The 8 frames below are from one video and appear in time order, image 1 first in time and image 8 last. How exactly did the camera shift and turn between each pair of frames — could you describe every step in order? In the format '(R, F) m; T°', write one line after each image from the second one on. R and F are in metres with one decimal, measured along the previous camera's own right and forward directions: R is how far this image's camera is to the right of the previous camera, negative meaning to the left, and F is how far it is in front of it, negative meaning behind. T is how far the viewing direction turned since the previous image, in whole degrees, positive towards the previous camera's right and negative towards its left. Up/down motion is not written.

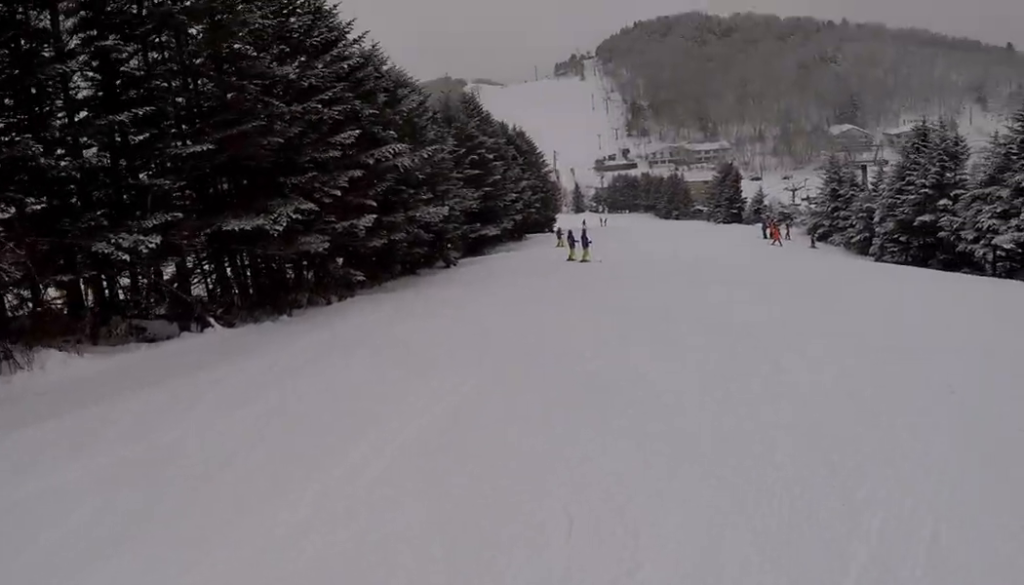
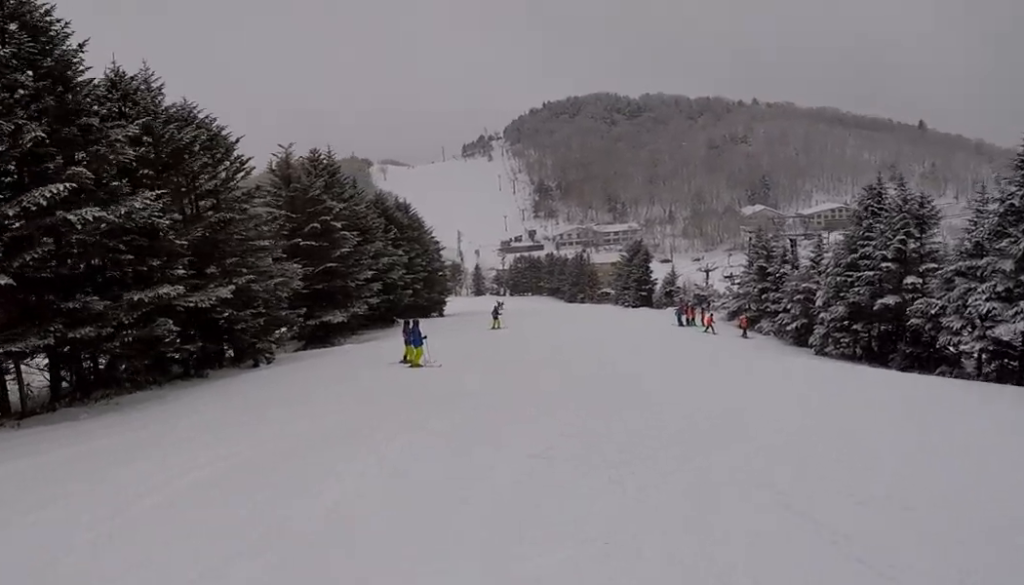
(+0.6, +12.2) m; -1°
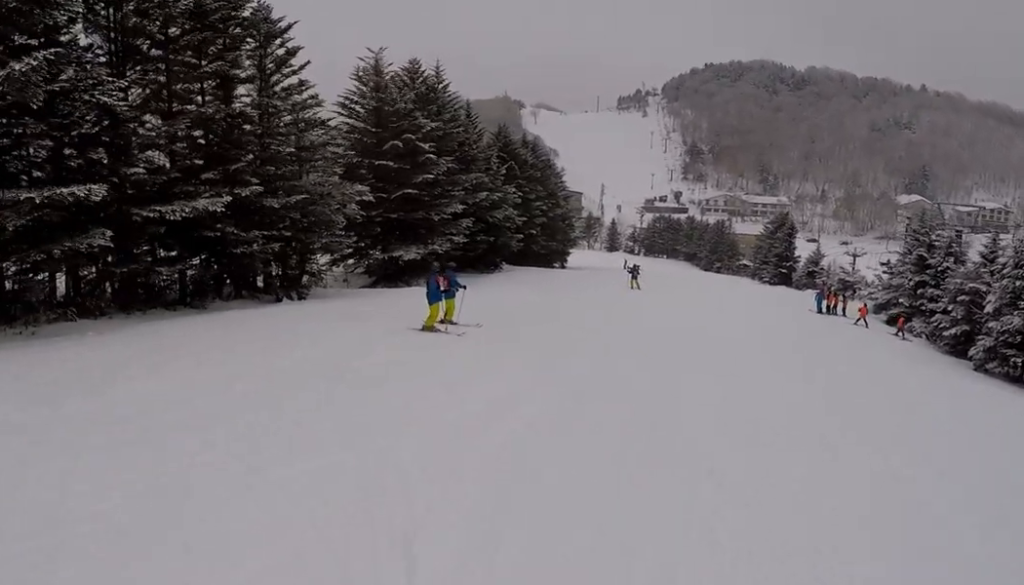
(-0.4, +7.6) m; -4°
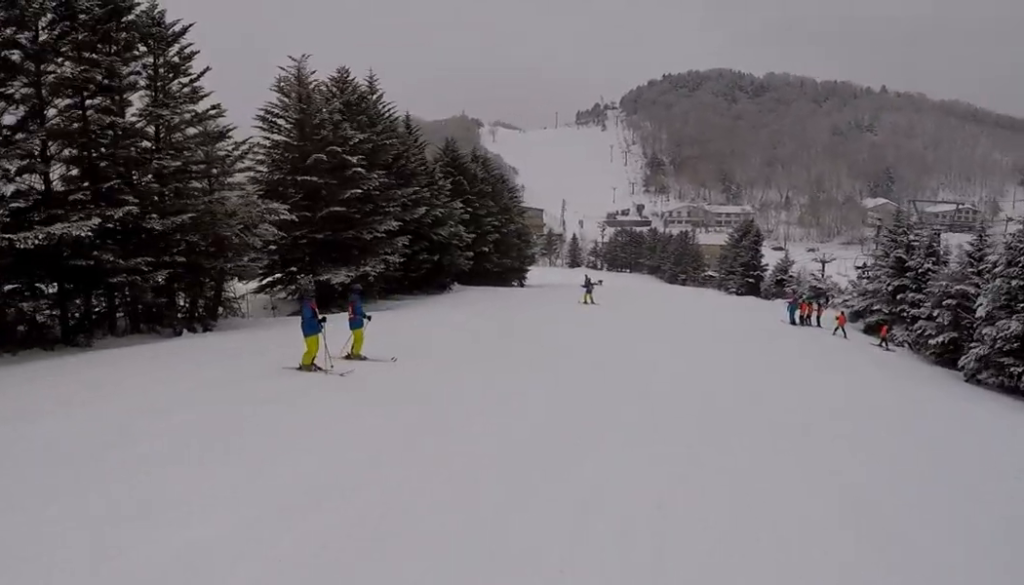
(-0.1, +3.6) m; -1°
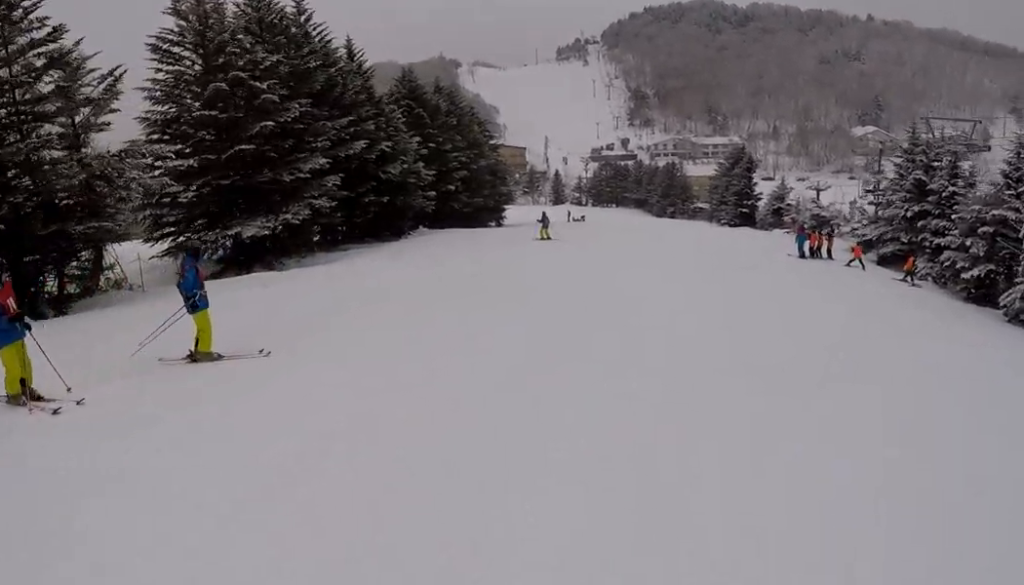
(0.0, +6.2) m; +1°
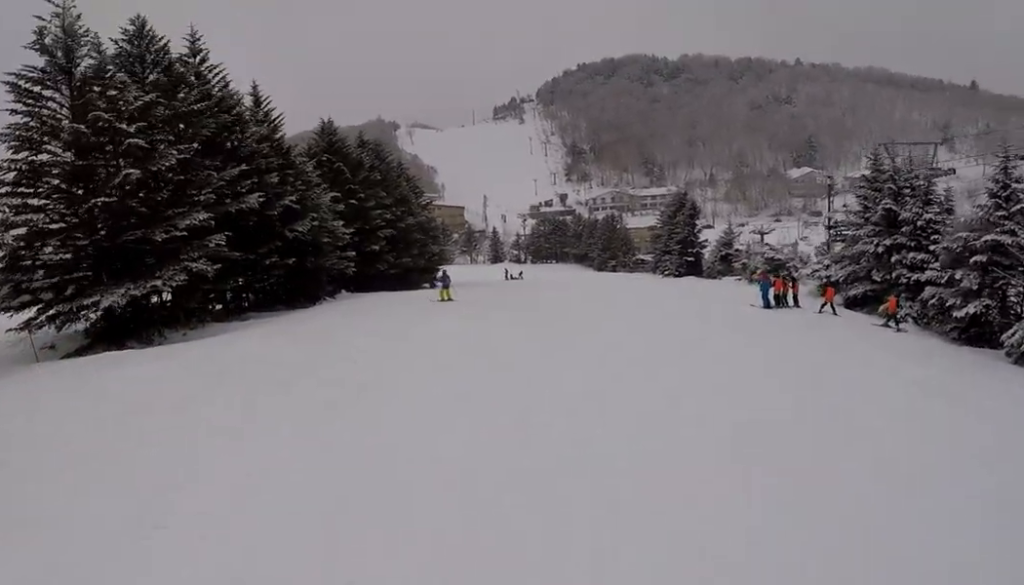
(0.0, +5.1) m; +5°
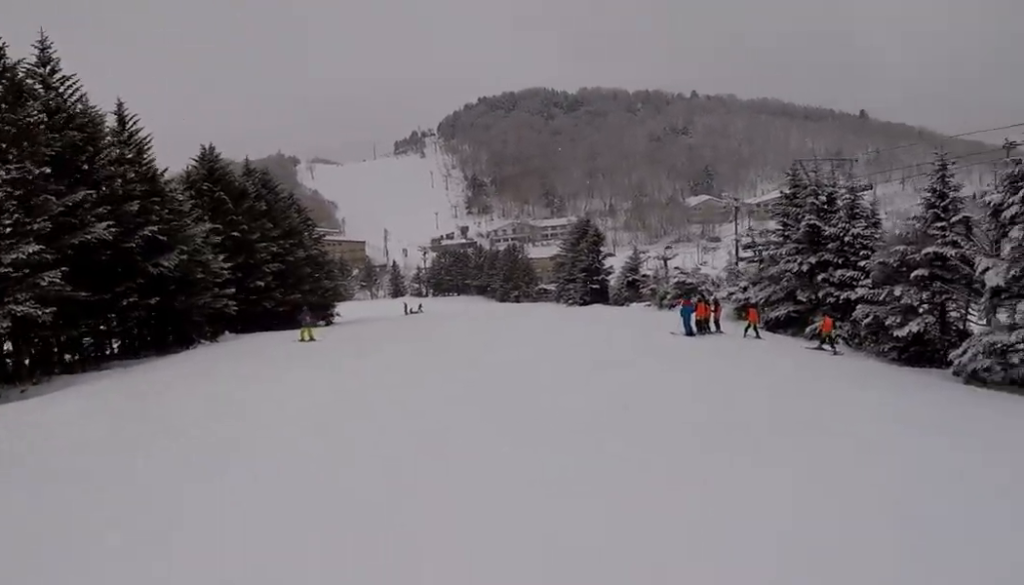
(-0.1, +3.9) m; +3°
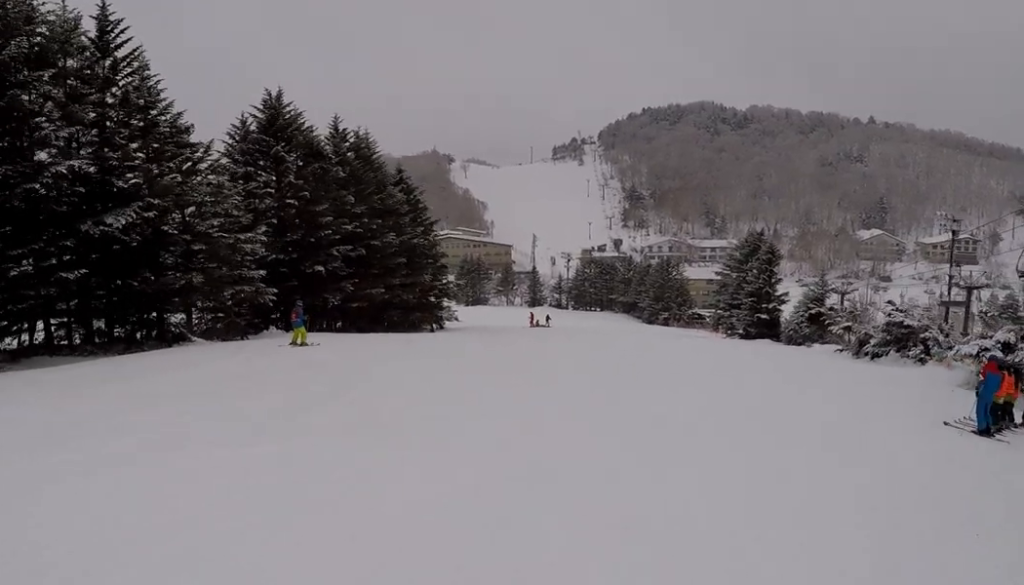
(-0.1, +13.2) m; -8°
